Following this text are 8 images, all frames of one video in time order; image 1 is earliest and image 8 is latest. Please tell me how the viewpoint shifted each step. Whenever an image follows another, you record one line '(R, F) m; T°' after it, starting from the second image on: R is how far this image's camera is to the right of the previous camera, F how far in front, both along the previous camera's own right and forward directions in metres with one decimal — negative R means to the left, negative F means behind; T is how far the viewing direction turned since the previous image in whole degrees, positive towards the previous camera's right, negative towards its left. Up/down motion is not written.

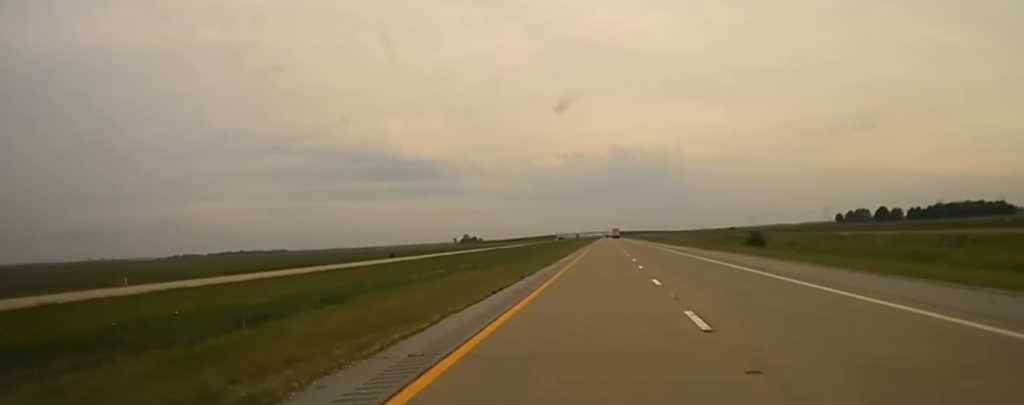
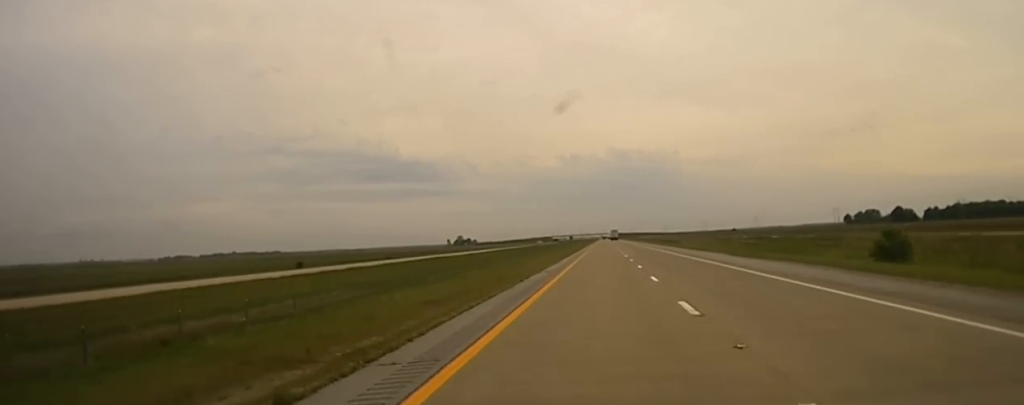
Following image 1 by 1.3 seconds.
(+0.2, +66.4) m; 0°
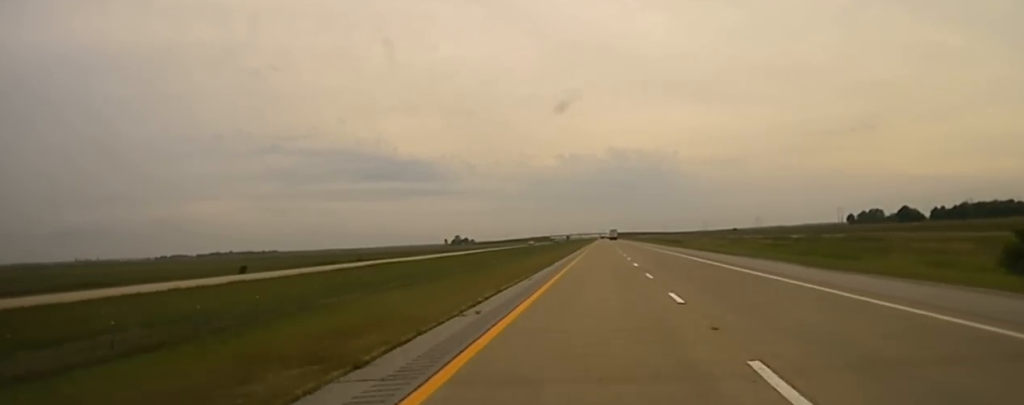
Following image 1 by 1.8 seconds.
(0.0, +27.5) m; 0°
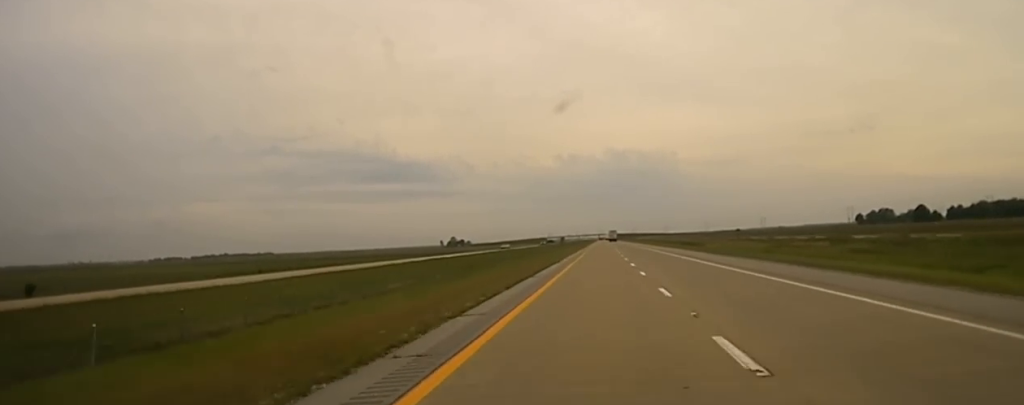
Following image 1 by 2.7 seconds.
(+0.2, +52.3) m; 0°
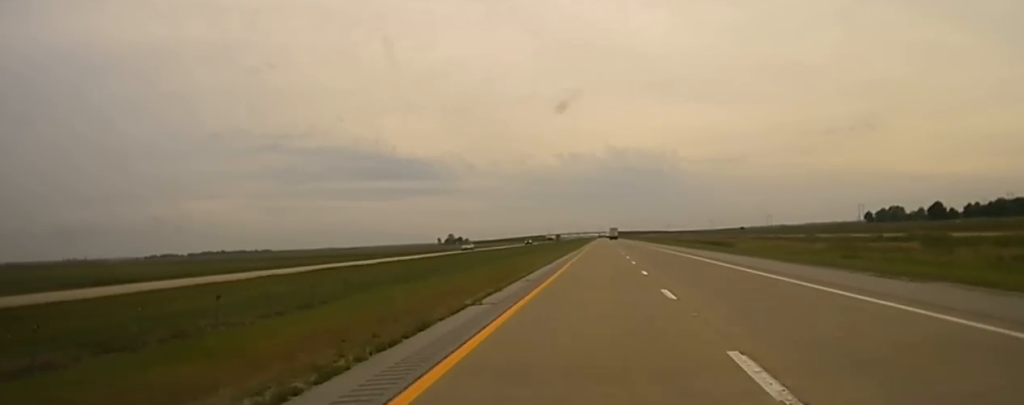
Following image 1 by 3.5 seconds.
(-0.3, +41.0) m; 0°
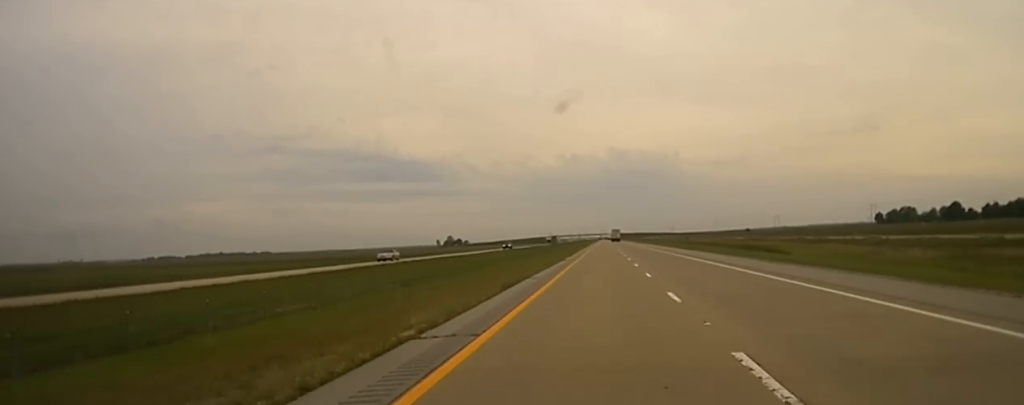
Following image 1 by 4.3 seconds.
(+0.2, +35.9) m; 0°
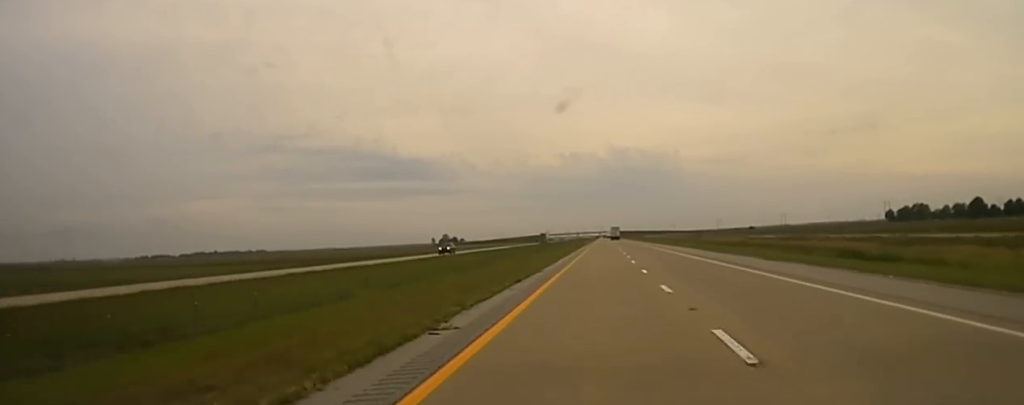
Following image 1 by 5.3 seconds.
(0.0, +41.7) m; 0°
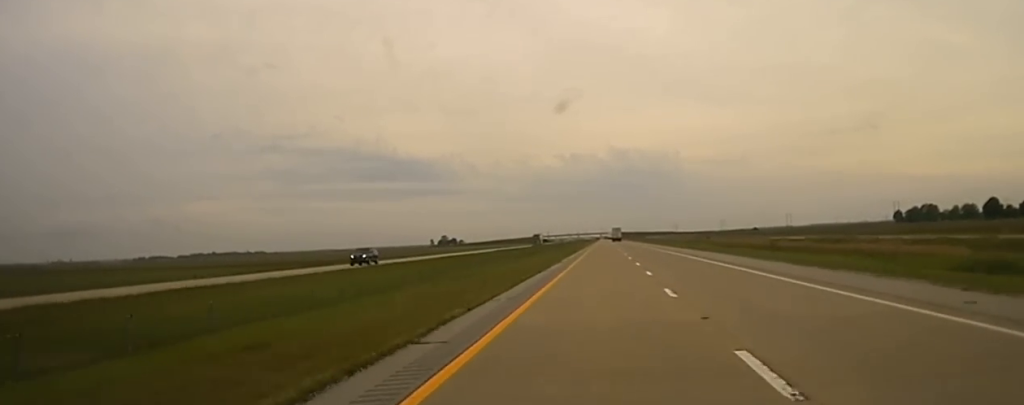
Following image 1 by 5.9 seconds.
(-0.1, +21.3) m; 0°
